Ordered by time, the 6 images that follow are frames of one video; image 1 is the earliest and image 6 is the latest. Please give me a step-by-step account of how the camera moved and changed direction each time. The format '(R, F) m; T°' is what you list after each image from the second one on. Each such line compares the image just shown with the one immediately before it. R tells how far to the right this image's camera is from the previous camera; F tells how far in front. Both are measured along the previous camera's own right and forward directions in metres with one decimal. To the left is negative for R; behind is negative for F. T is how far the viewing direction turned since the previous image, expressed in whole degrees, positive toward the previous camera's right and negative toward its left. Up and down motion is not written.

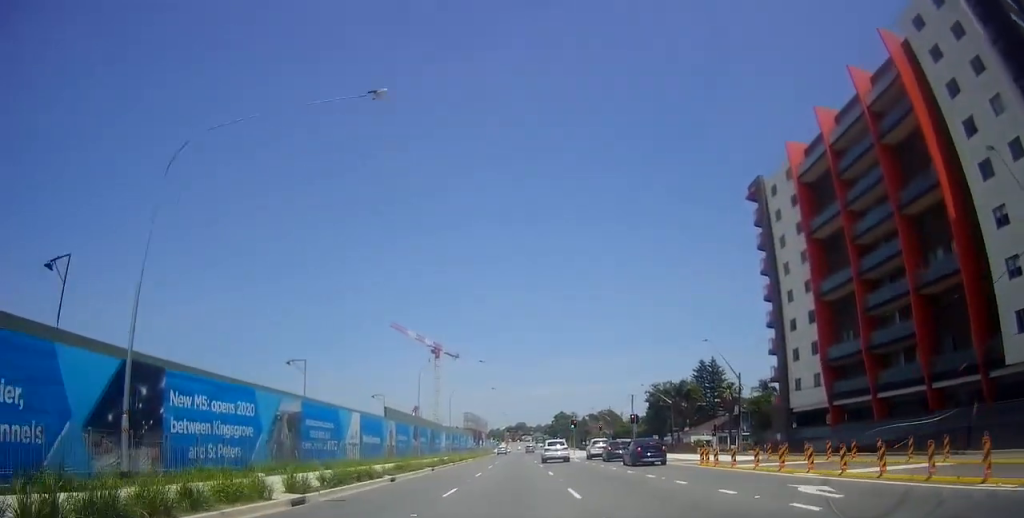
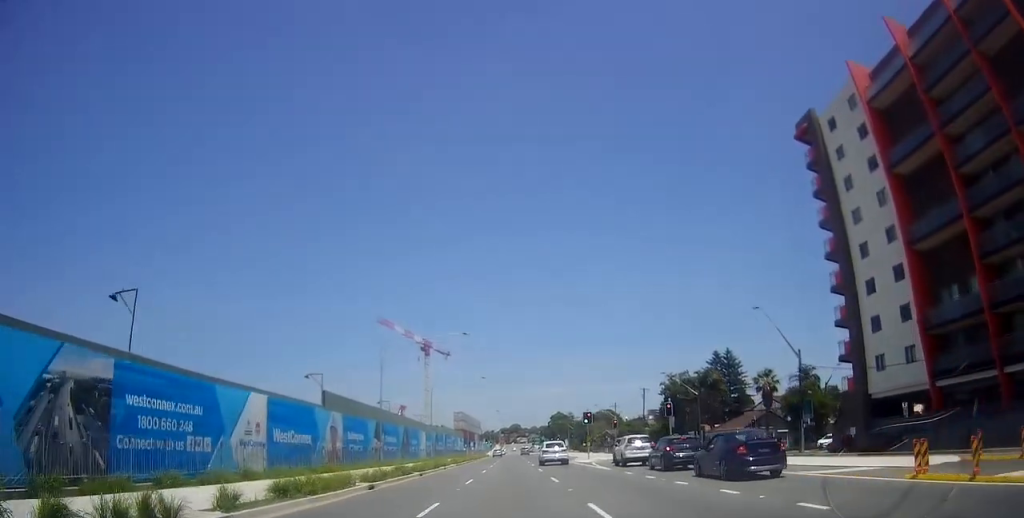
(-0.3, +15.9) m; -1°
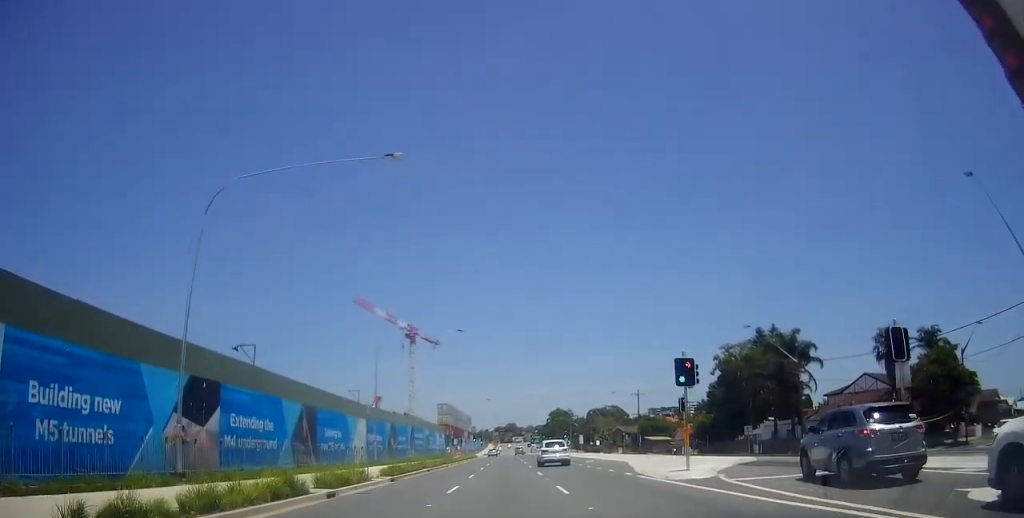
(+0.6, +29.2) m; +2°
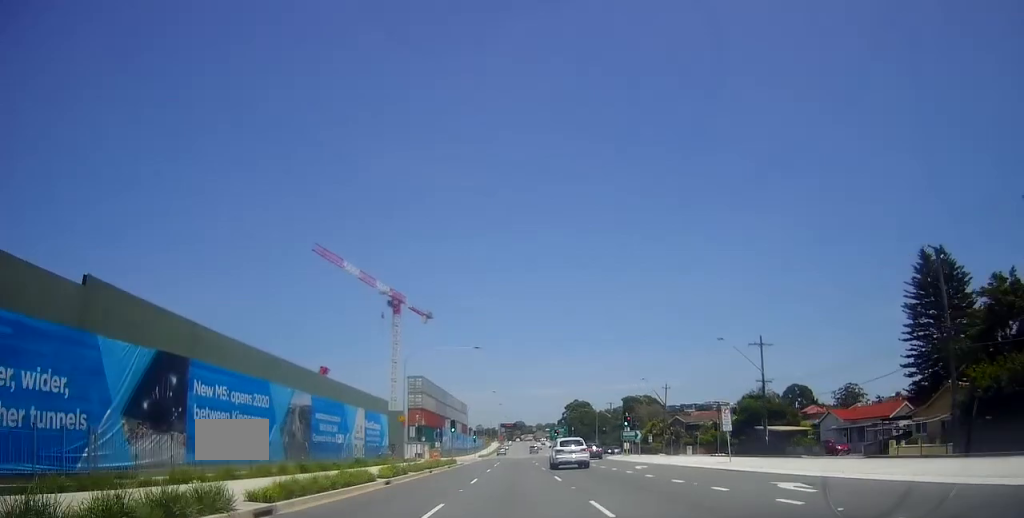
(-0.8, +53.2) m; -2°
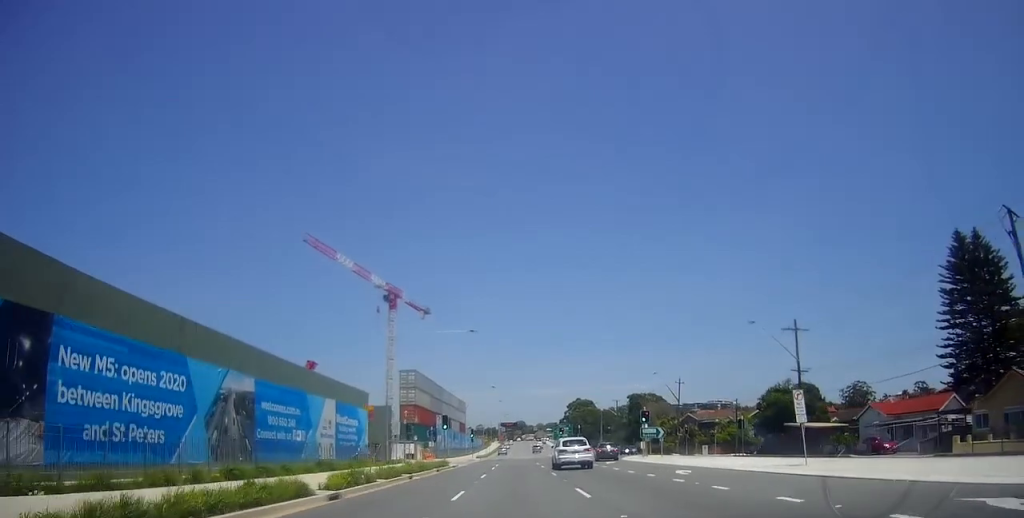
(-0.2, +7.6) m; 0°
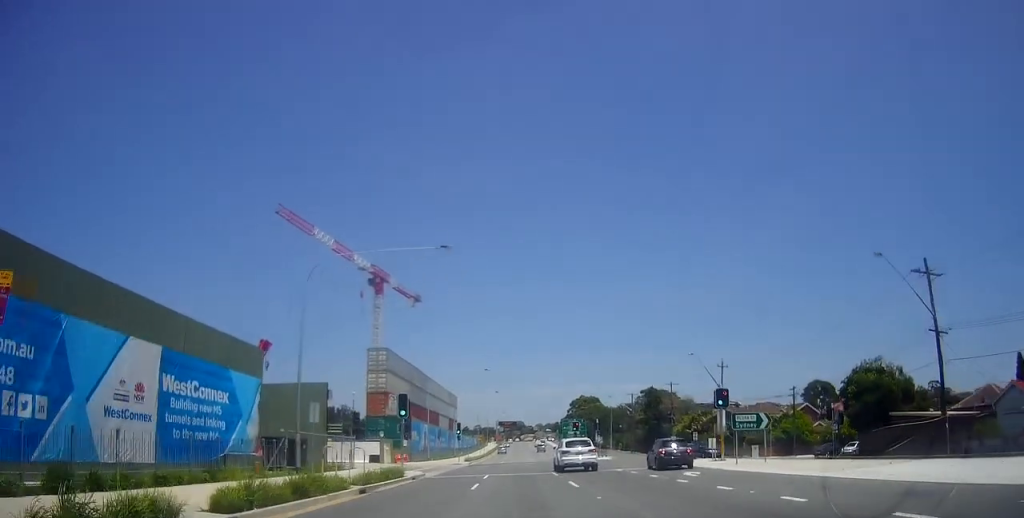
(+0.4, +19.7) m; +1°
